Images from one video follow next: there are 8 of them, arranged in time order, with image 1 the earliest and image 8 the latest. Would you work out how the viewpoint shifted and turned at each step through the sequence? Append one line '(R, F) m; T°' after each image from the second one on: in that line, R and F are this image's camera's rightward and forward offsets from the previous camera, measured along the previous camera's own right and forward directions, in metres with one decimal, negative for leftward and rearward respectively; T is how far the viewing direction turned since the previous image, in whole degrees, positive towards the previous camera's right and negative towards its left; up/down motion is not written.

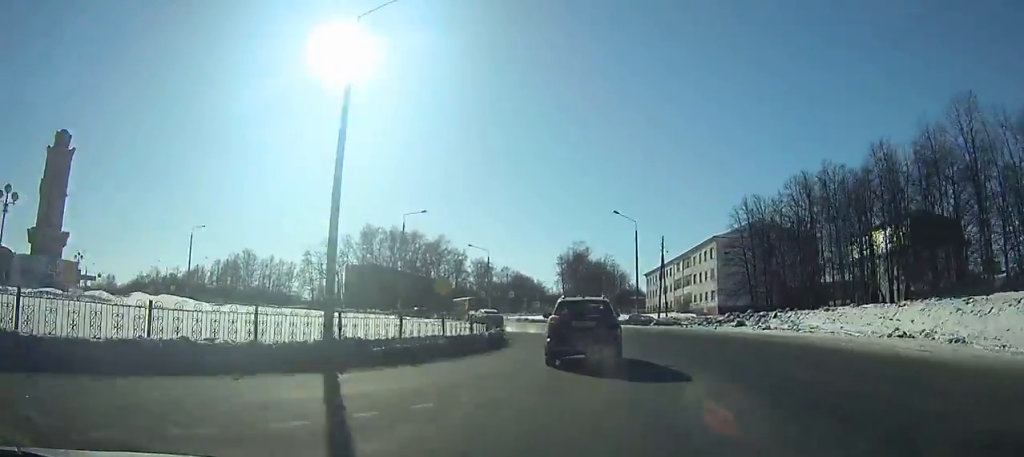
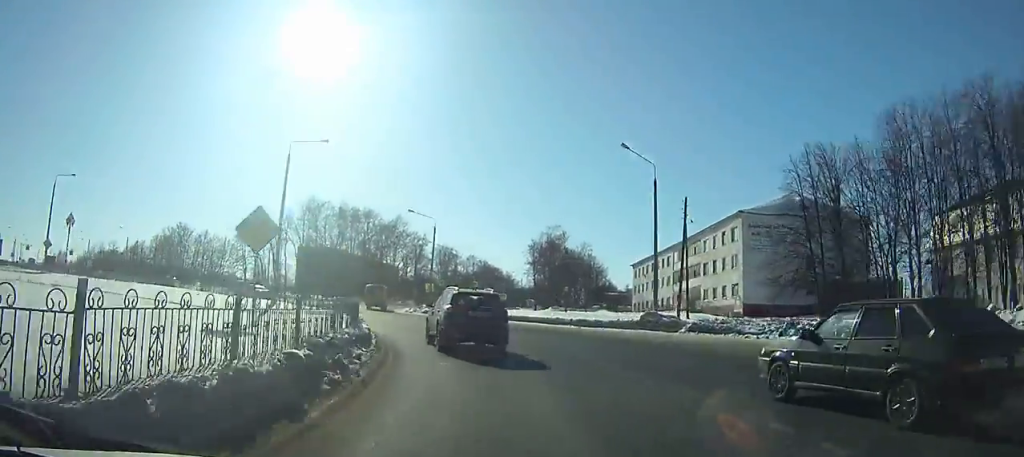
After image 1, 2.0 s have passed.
(+1.4, +21.5) m; 0°
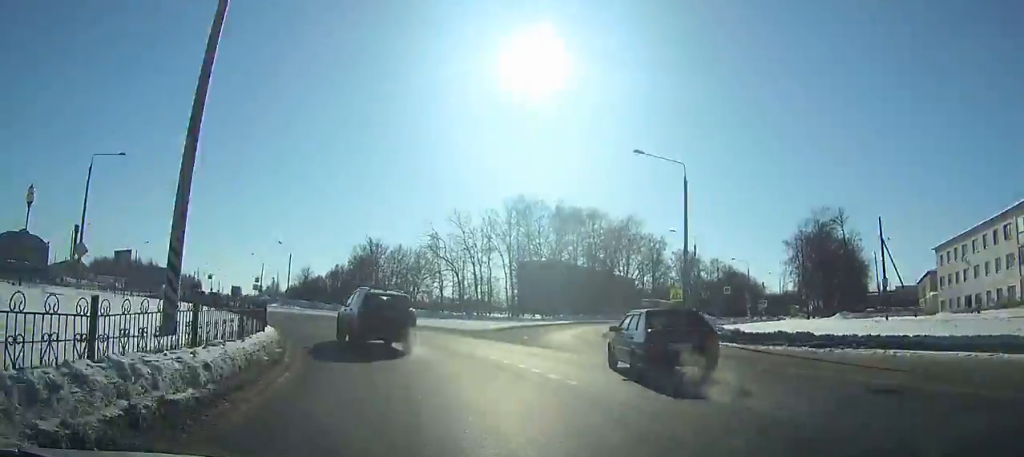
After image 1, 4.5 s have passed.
(+0.2, +27.1) m; -14°
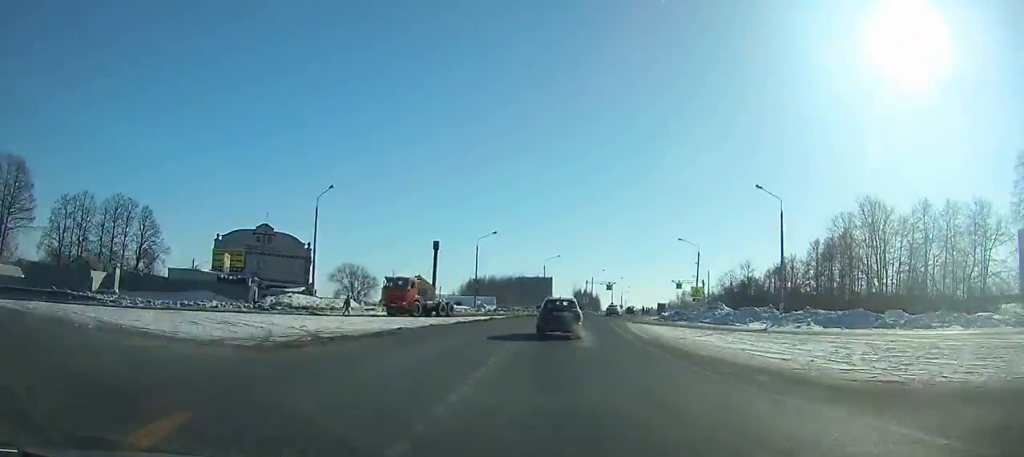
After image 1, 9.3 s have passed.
(-21.9, +51.3) m; -31°
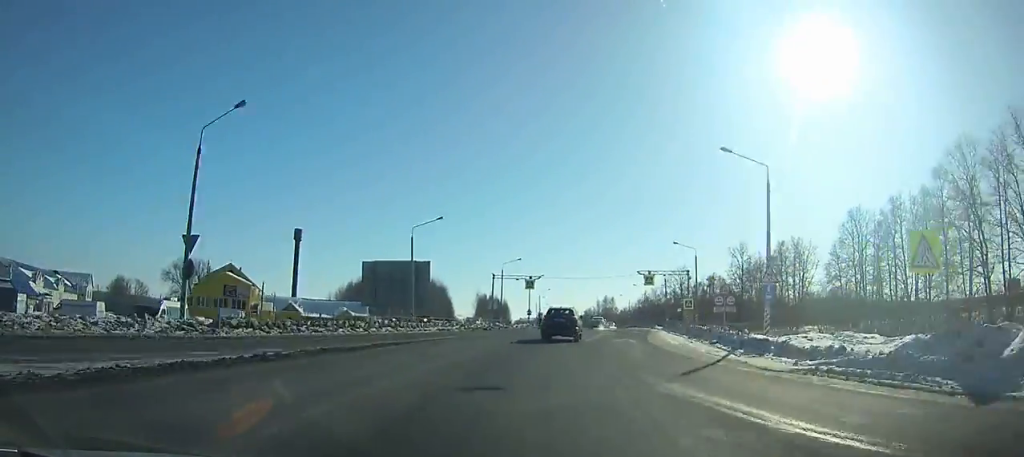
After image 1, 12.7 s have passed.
(-1.7, +45.4) m; +2°
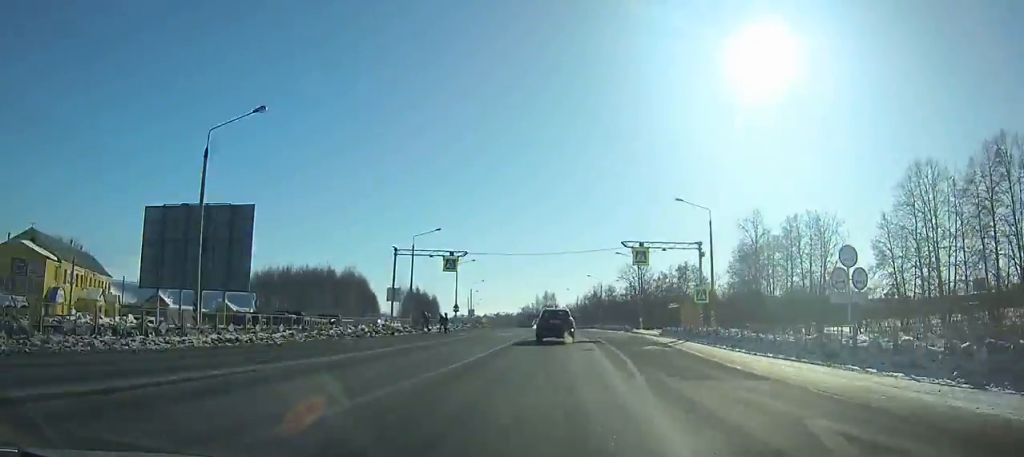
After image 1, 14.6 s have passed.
(+1.3, +27.5) m; +4°
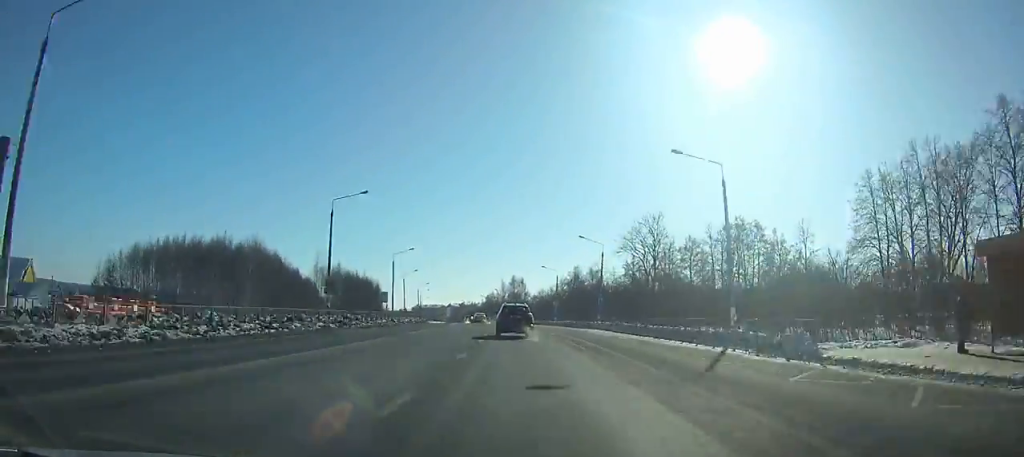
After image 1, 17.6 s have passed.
(+2.4, +46.7) m; +3°
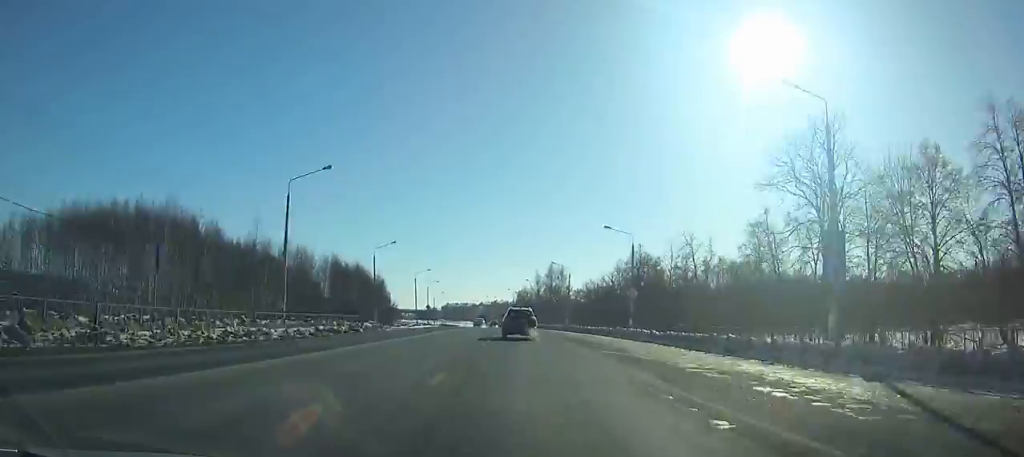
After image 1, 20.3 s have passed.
(+0.4, +45.6) m; -1°
